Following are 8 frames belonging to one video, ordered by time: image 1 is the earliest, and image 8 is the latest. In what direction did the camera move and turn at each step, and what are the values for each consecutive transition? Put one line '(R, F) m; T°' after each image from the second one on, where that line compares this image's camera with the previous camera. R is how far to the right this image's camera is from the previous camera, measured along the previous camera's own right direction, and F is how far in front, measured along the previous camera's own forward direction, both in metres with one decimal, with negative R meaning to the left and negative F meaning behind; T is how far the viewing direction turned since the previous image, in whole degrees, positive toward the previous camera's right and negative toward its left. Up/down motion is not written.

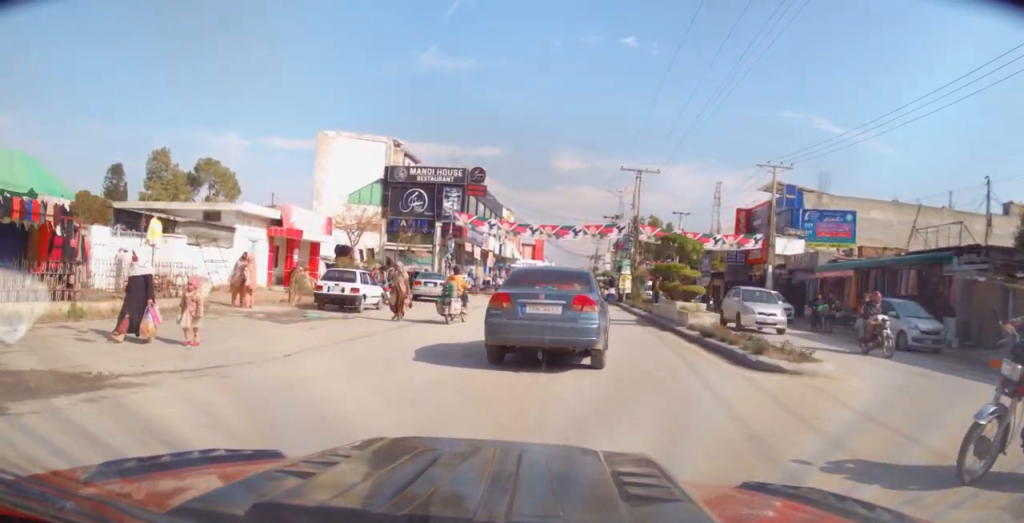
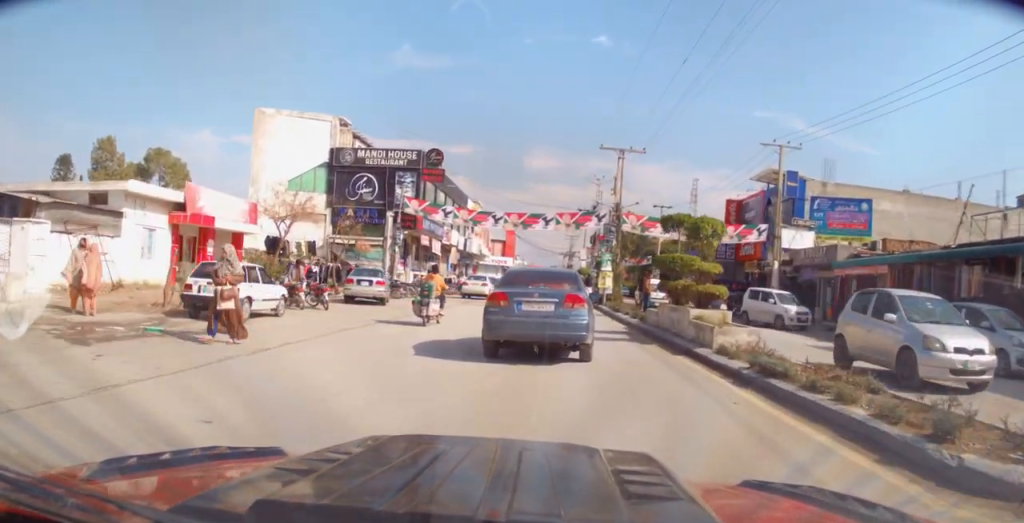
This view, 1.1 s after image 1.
(+0.4, +6.0) m; +2°
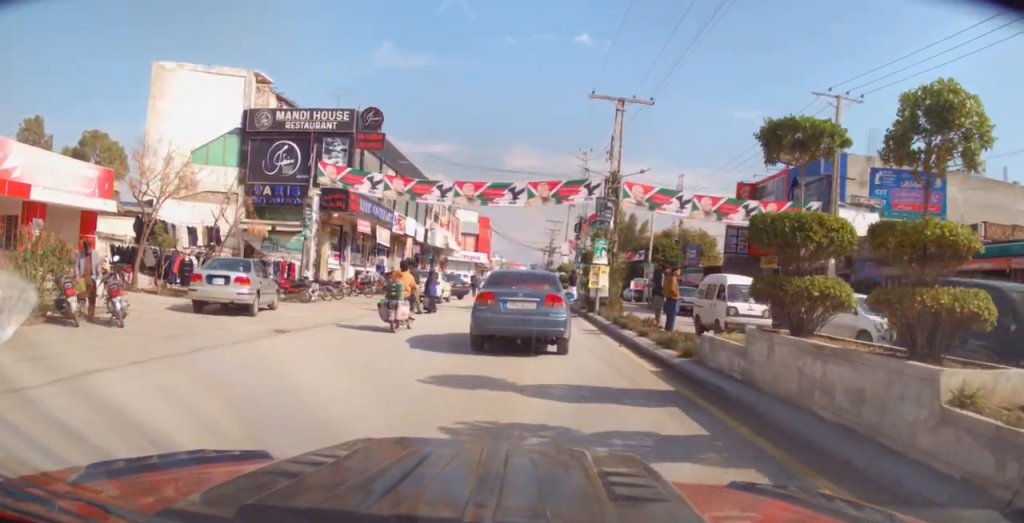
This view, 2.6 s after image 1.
(-0.2, +9.1) m; +1°
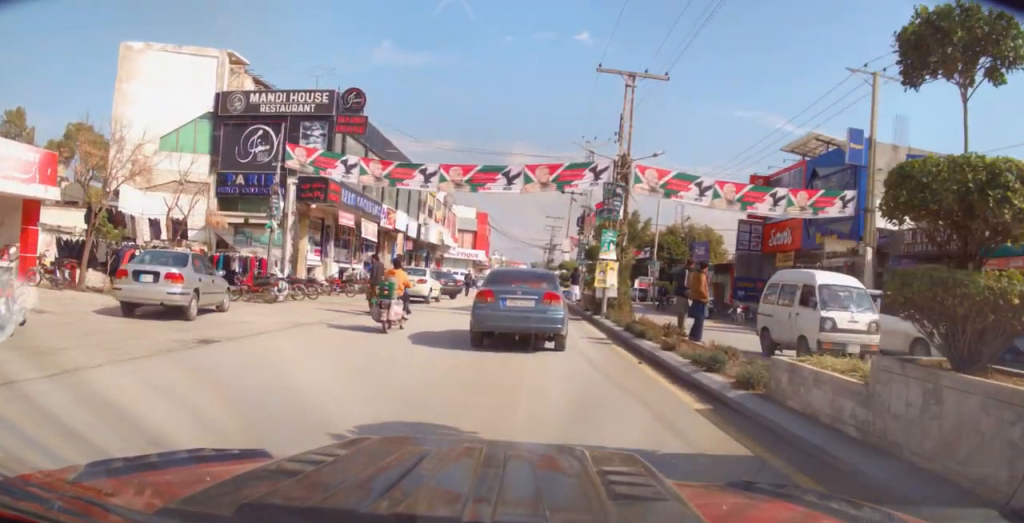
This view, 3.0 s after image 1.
(+0.2, +2.7) m; 0°
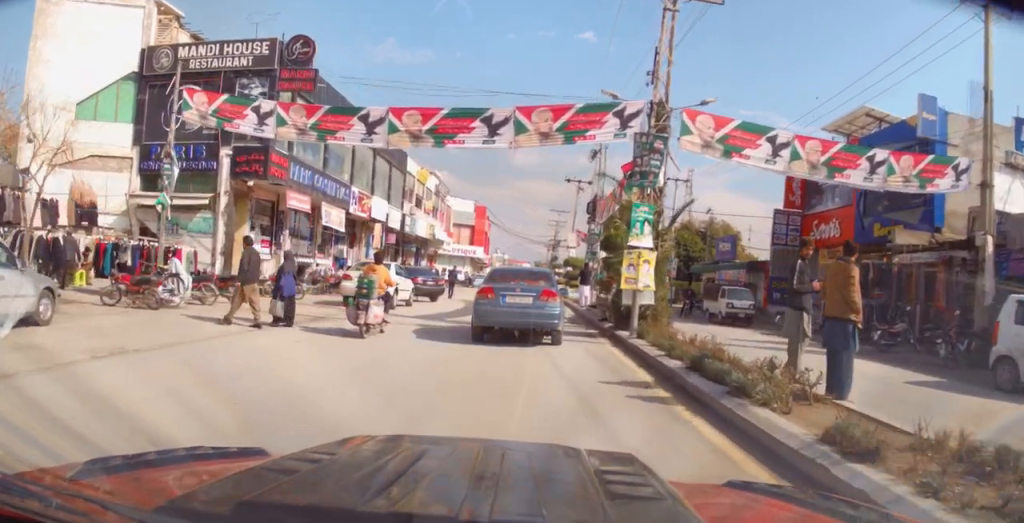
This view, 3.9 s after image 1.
(-0.1, +6.3) m; -1°
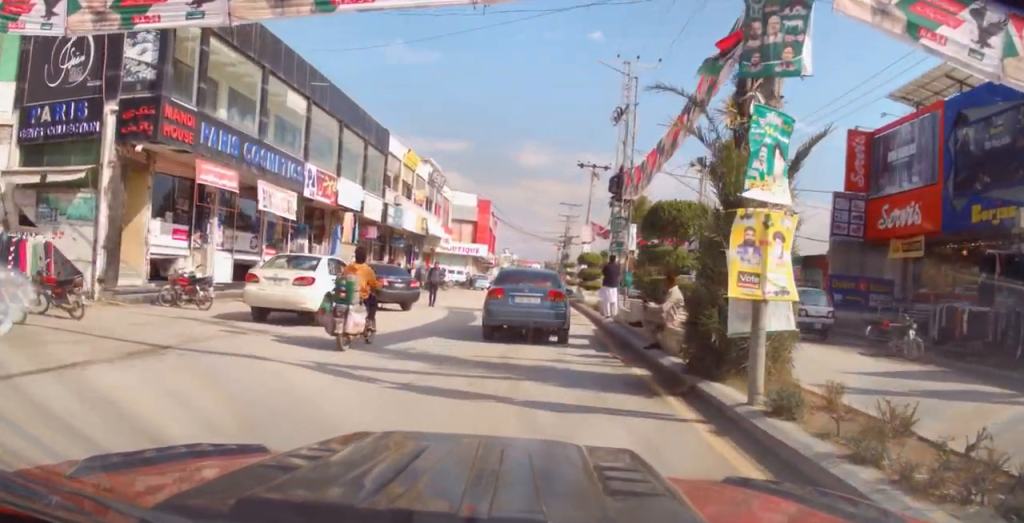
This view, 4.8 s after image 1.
(-0.1, +6.8) m; -1°
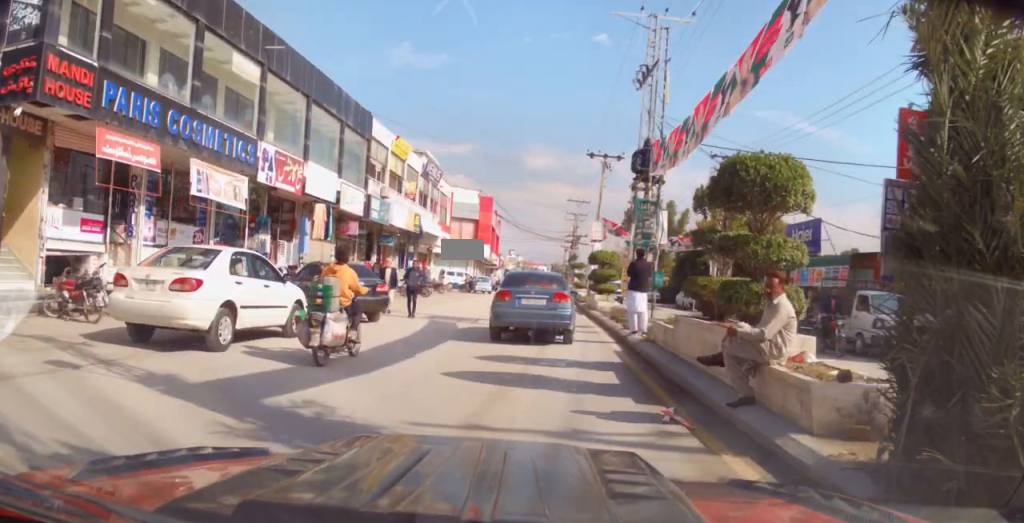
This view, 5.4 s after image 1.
(0.0, +4.3) m; +1°
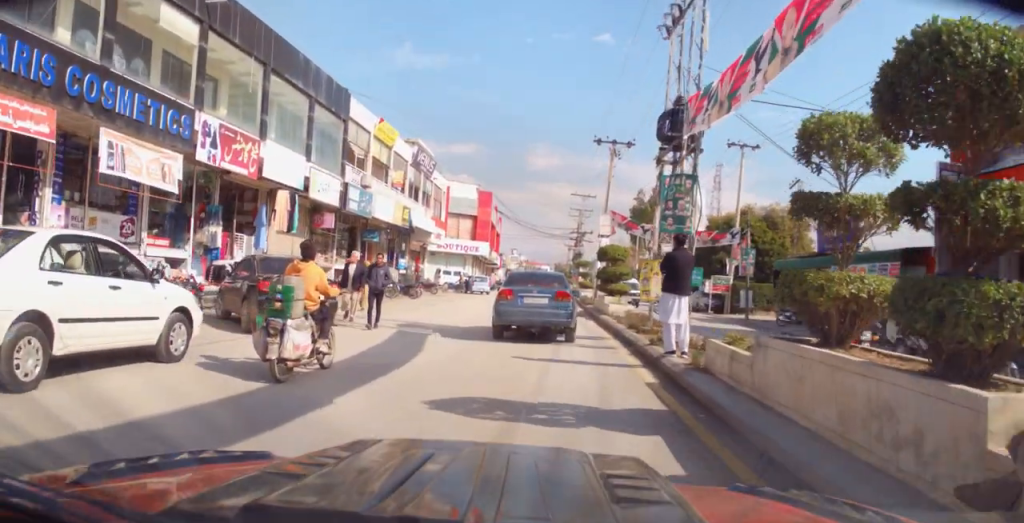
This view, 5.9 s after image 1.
(0.0, +3.6) m; 0°
